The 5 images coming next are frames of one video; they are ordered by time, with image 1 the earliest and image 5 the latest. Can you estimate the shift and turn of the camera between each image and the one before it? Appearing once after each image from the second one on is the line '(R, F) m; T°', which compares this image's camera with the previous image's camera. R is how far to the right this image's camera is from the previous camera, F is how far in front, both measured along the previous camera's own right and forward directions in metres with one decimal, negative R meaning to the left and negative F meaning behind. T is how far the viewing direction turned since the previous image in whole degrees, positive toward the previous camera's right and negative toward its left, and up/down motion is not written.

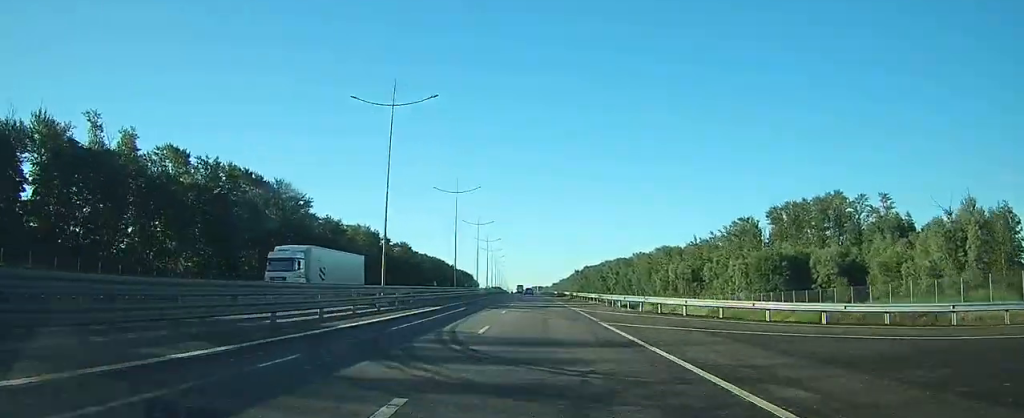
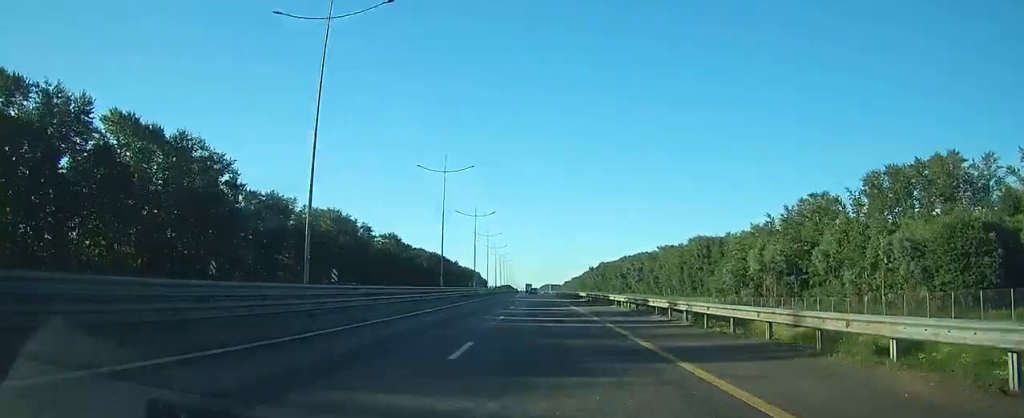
(-0.2, +41.0) m; -1°
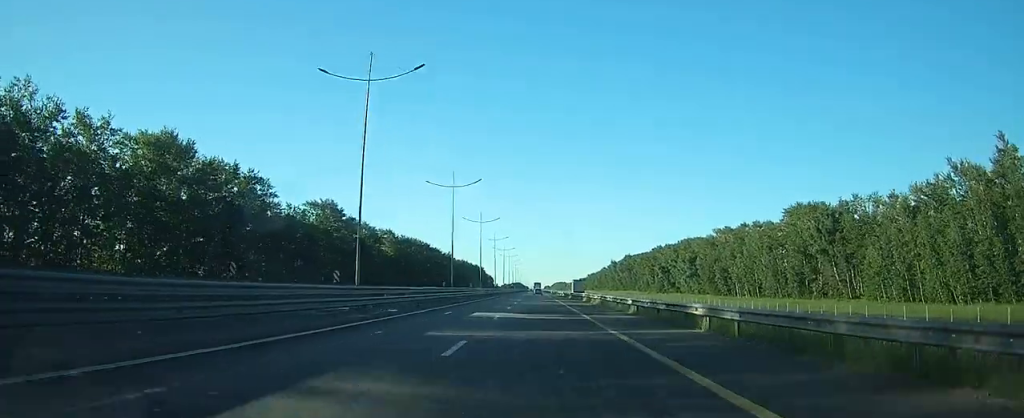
(-1.3, +82.5) m; -1°
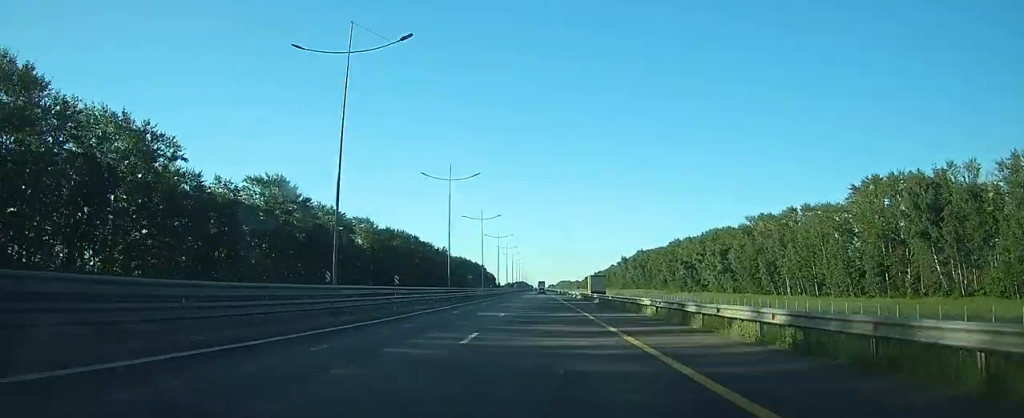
(0.0, +33.4) m; 0°
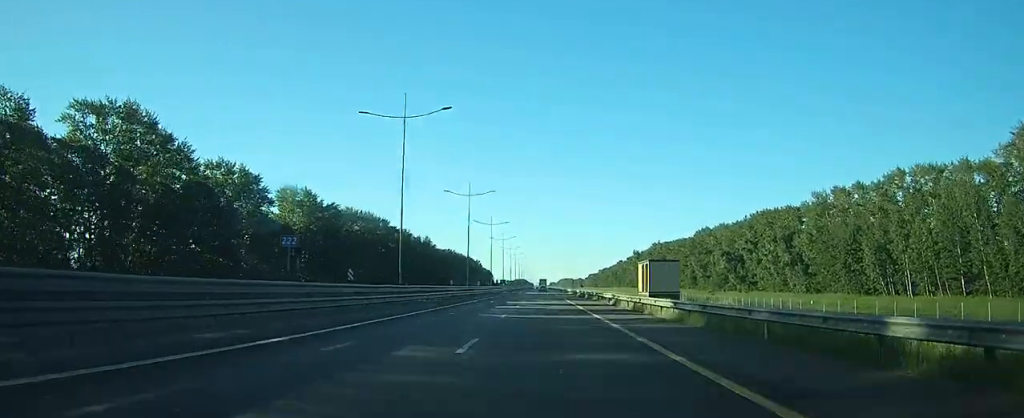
(-0.4, +49.6) m; -1°
